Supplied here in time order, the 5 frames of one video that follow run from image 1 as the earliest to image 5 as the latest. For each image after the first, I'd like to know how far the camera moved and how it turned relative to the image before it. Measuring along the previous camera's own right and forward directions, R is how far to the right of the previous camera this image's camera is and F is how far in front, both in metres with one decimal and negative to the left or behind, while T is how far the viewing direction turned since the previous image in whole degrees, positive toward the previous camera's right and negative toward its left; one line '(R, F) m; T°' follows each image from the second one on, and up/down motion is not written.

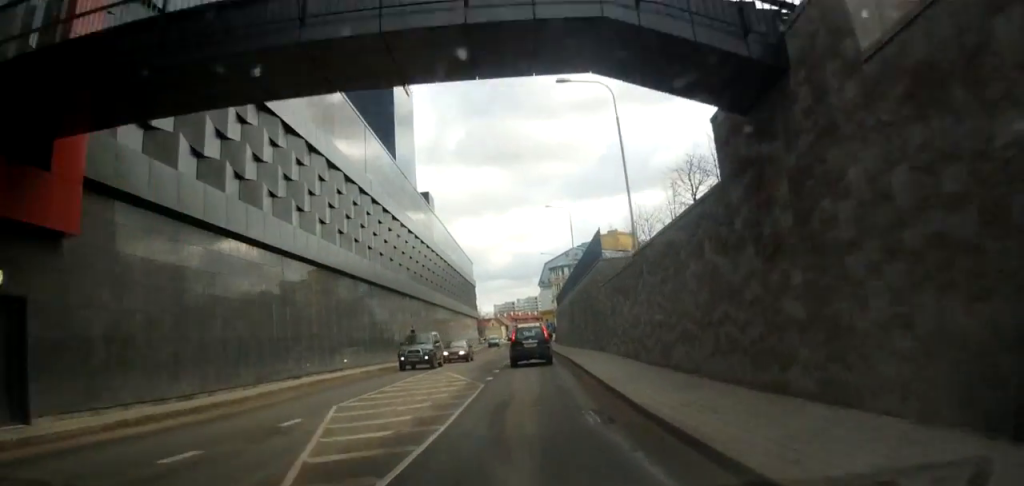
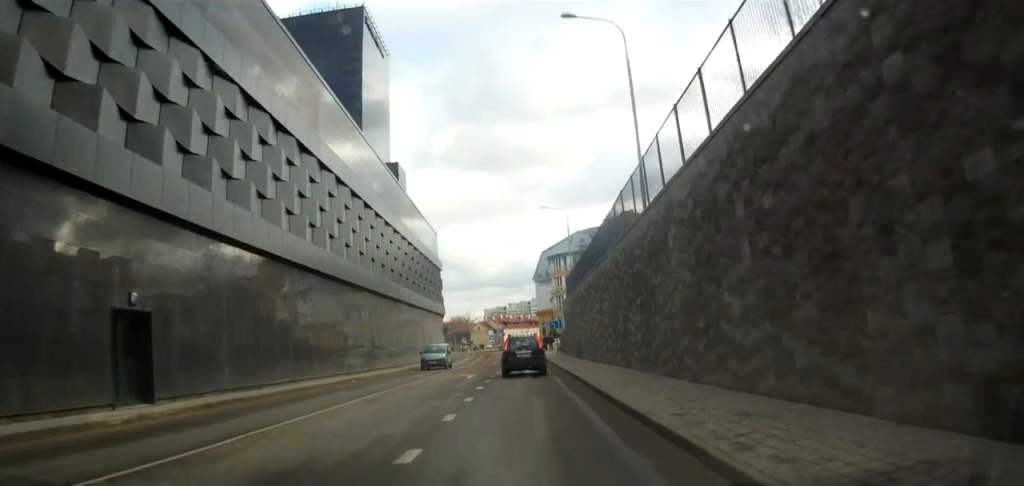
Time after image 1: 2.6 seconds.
(+0.1, +33.4) m; -3°
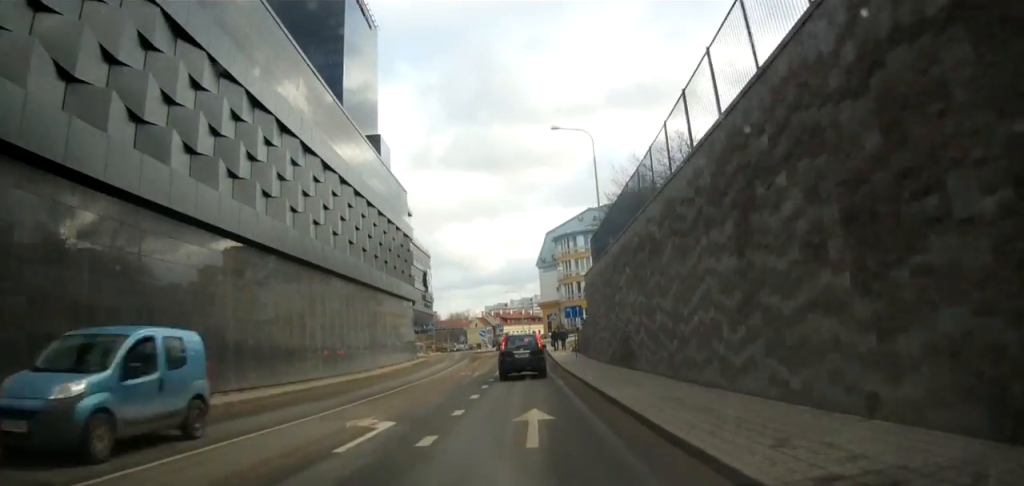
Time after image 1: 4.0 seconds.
(+0.1, +18.5) m; +1°
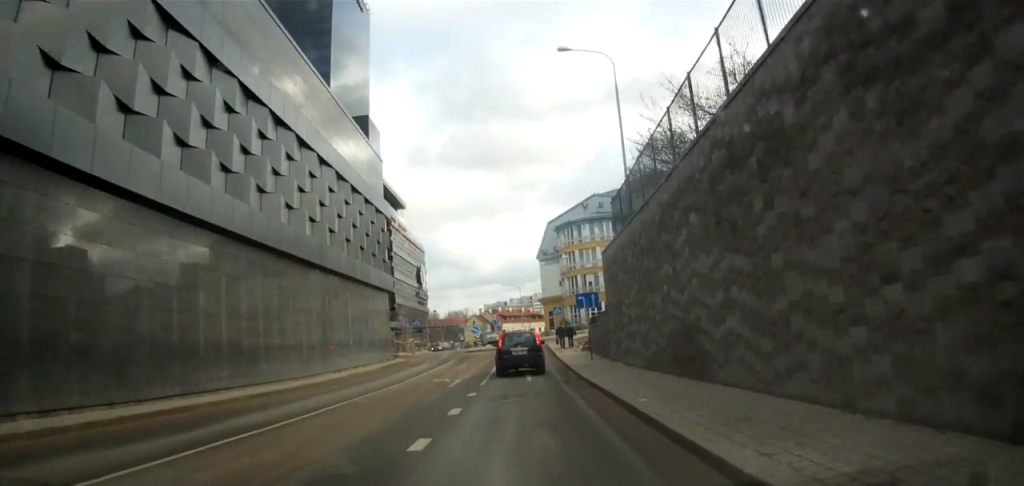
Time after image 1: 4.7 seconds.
(+0.2, +8.6) m; 0°
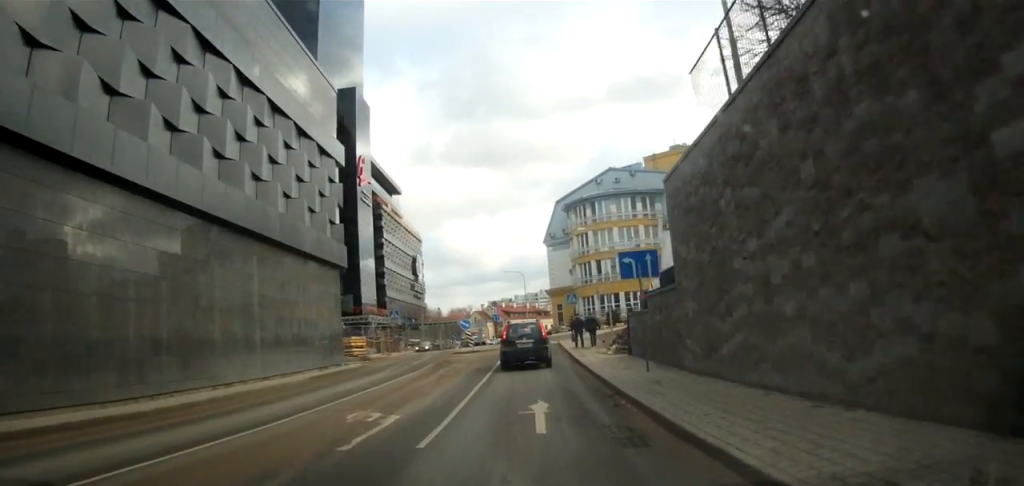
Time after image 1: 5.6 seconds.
(-0.5, +11.4) m; -1°
